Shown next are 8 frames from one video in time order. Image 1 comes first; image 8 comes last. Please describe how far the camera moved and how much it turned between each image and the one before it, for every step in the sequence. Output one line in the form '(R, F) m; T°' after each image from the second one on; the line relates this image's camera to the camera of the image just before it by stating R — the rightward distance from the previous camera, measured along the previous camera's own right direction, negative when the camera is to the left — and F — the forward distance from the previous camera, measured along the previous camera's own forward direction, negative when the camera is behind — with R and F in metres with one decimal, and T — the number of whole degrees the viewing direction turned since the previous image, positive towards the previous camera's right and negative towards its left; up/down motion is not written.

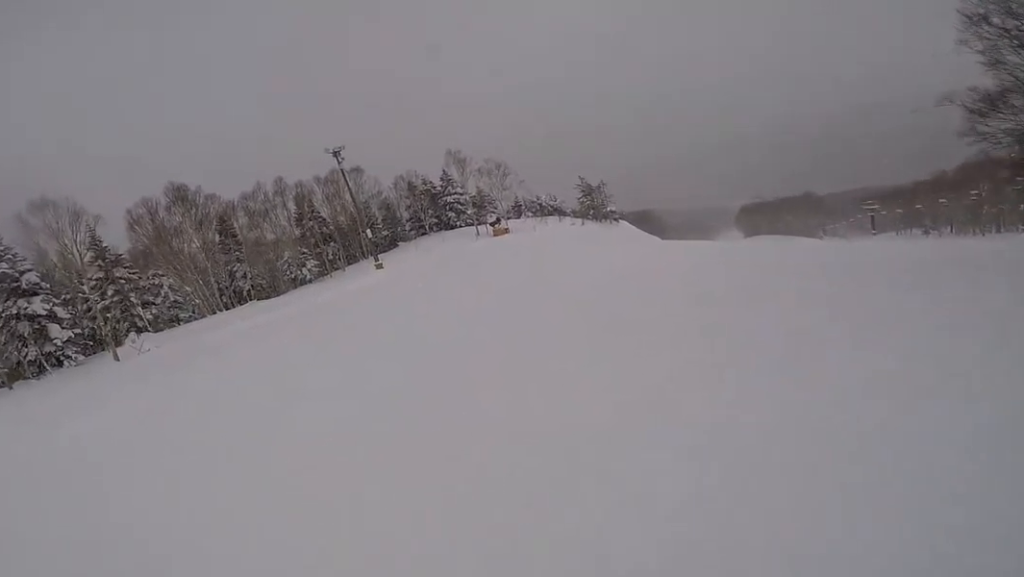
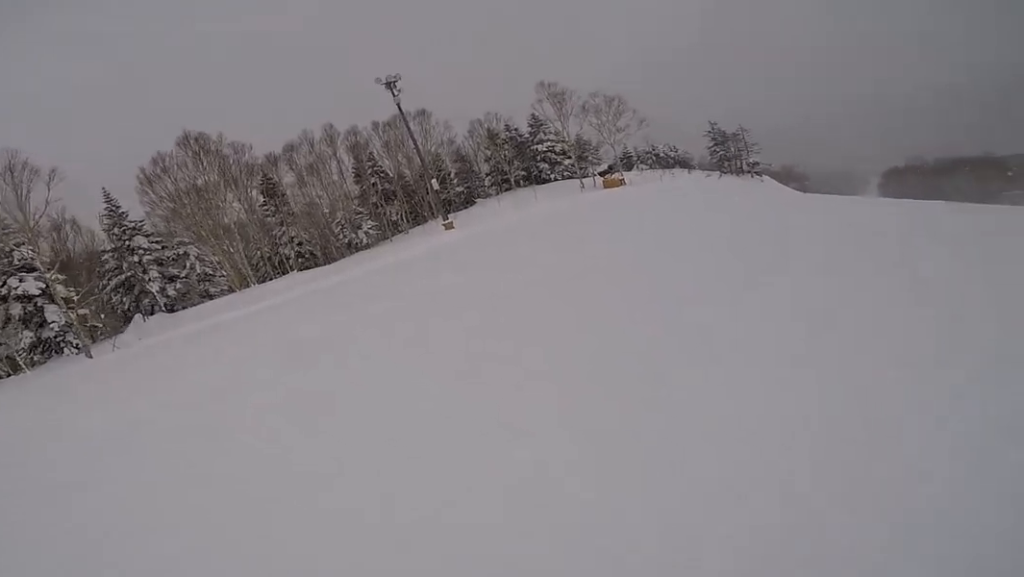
(-1.6, +10.1) m; -4°
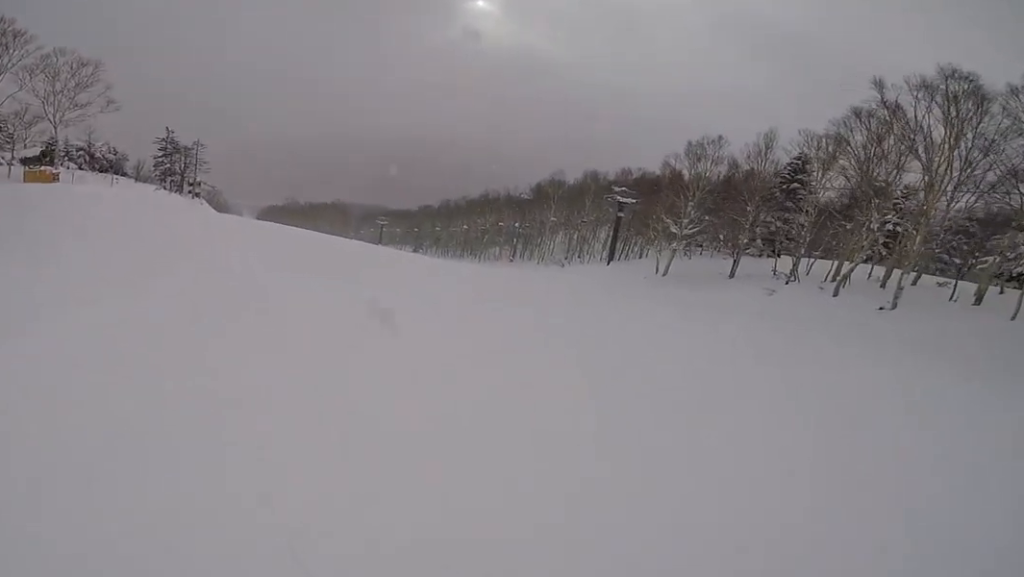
(+2.4, +11.7) m; +24°
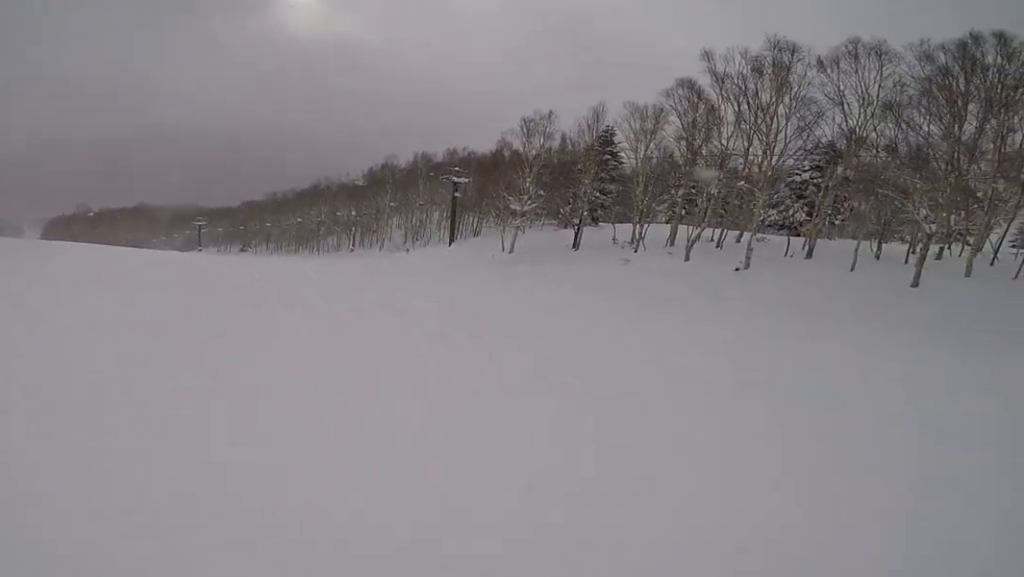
(+1.0, +4.2) m; +34°
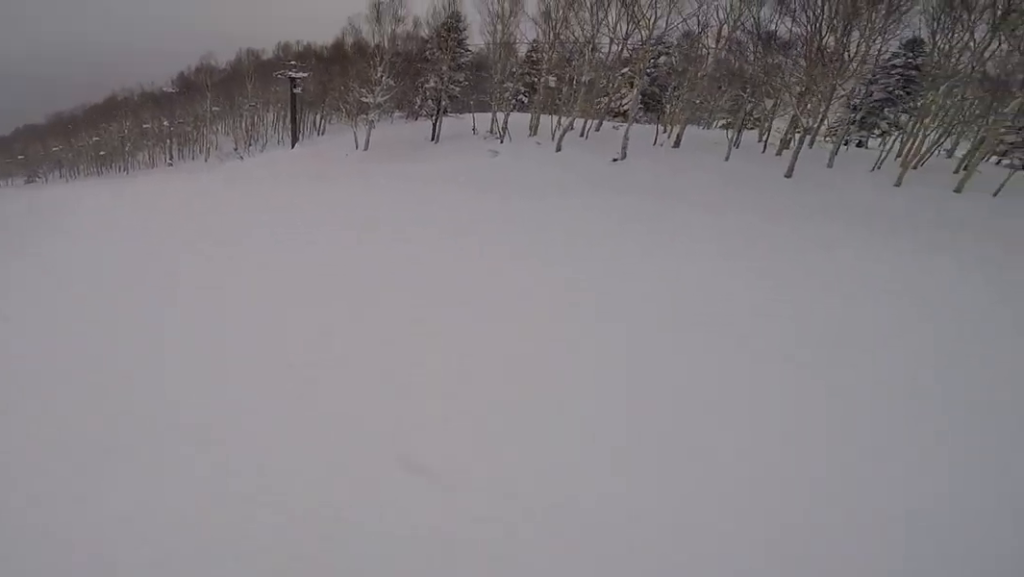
(+1.7, +3.7) m; +32°
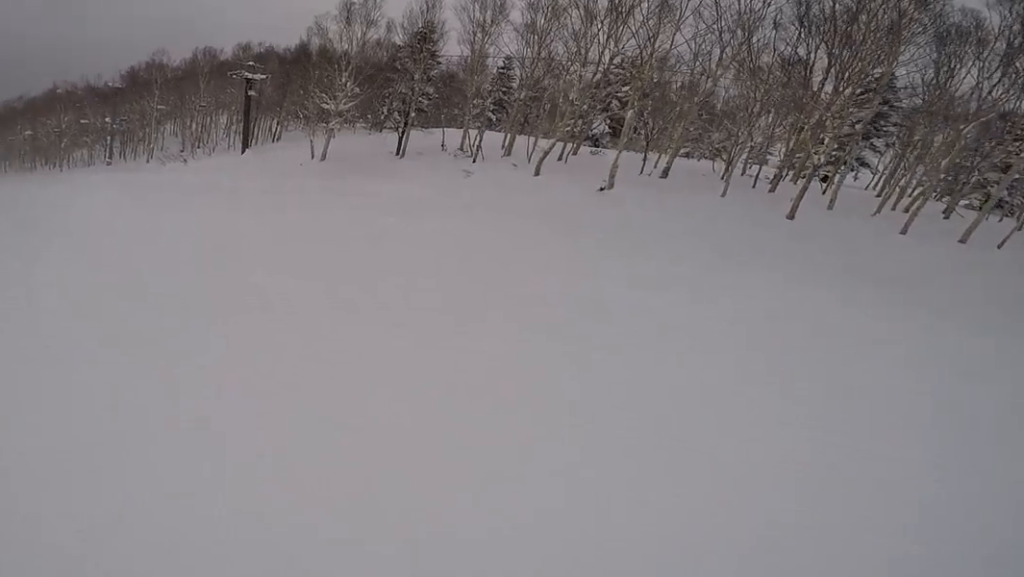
(+0.7, +4.1) m; +10°
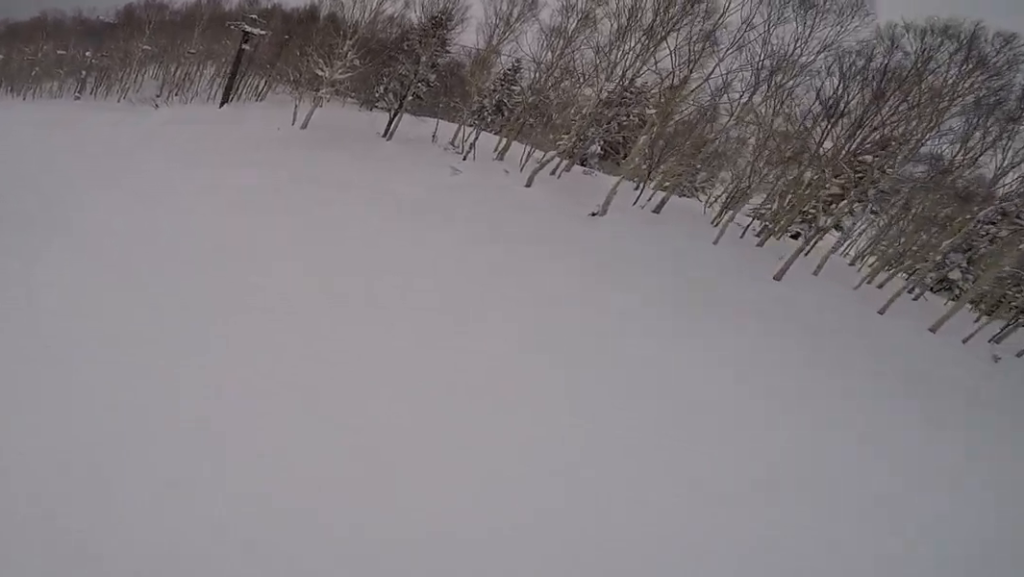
(0.0, +2.2) m; +1°
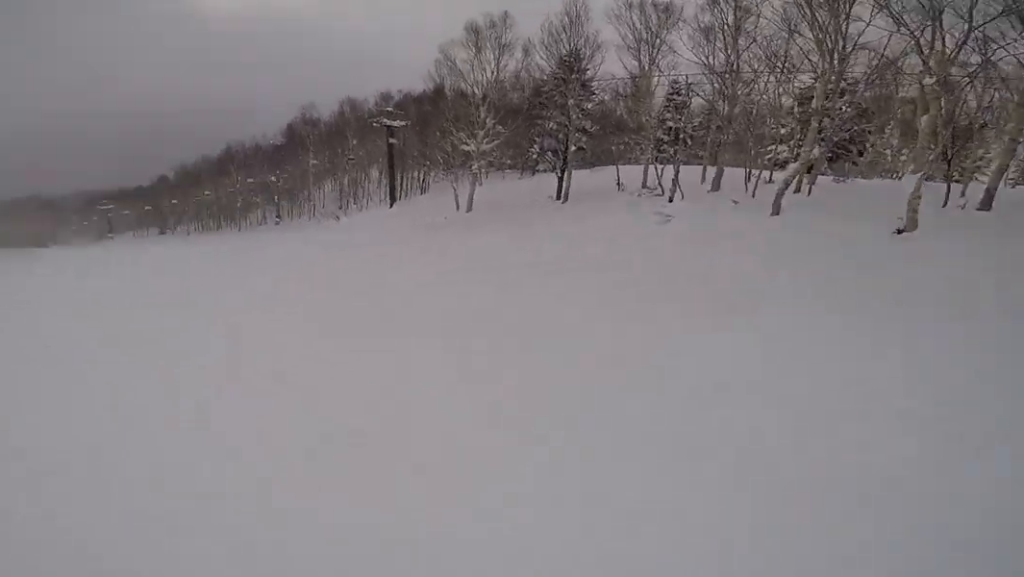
(0.0, +3.6) m; -3°
